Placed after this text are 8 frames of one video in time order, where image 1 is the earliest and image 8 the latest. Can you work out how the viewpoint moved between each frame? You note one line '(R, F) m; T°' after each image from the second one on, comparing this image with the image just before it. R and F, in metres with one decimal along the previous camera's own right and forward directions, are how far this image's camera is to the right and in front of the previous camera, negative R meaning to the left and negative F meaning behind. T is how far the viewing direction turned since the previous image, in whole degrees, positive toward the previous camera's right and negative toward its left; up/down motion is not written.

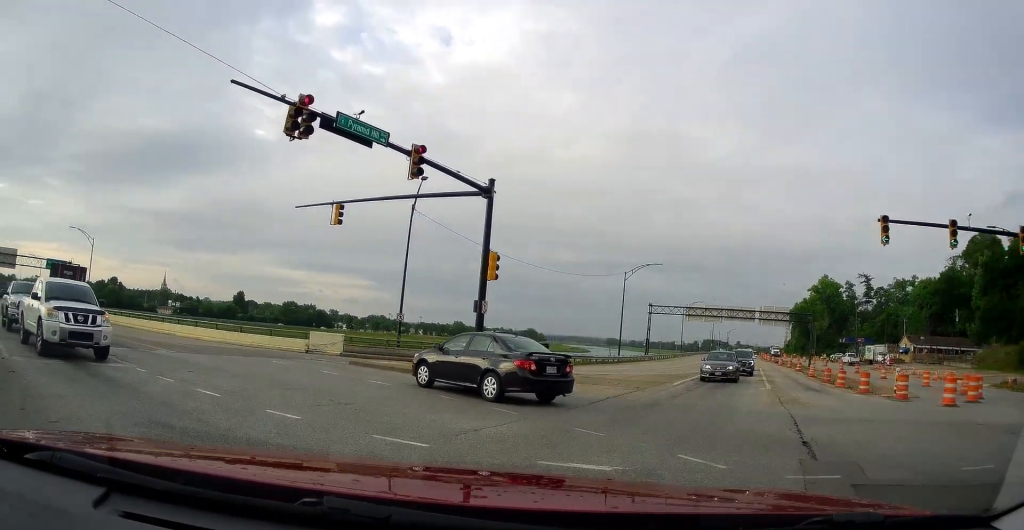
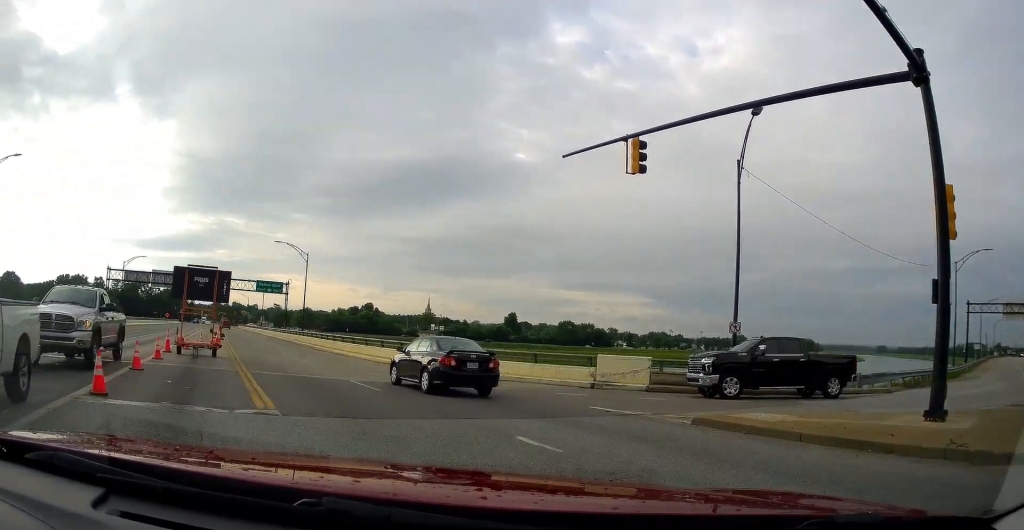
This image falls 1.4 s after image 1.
(-2.3, +11.3) m; -23°
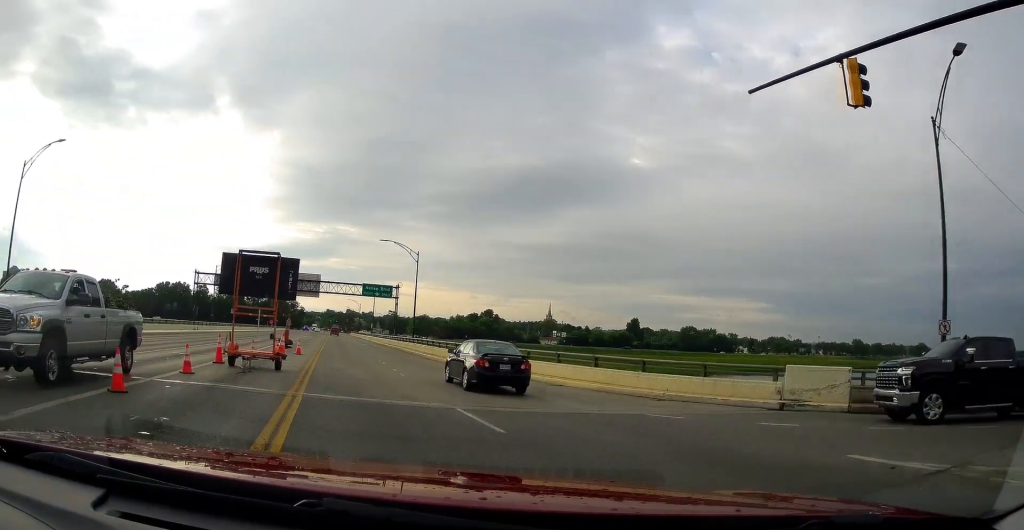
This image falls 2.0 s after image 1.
(-0.4, +6.1) m; -10°
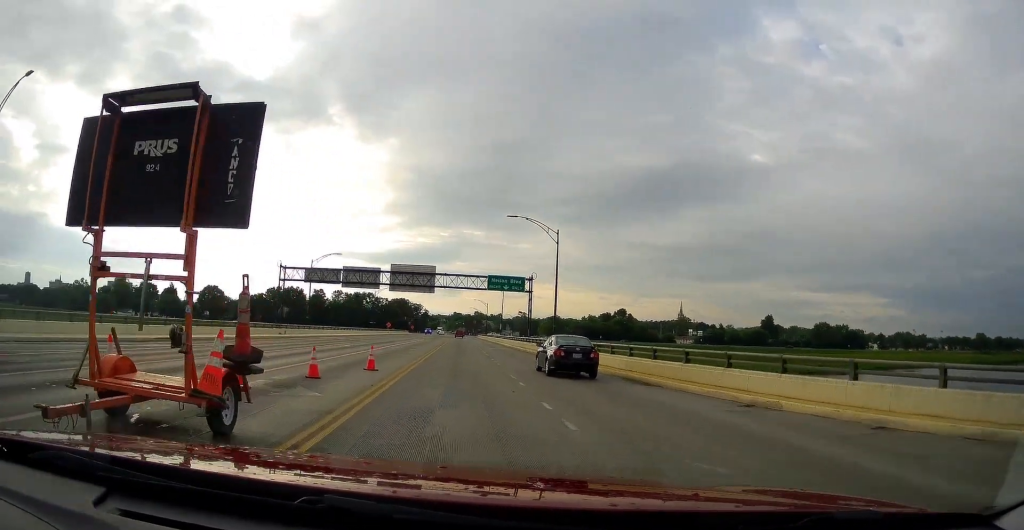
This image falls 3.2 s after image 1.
(-2.0, +13.1) m; -10°
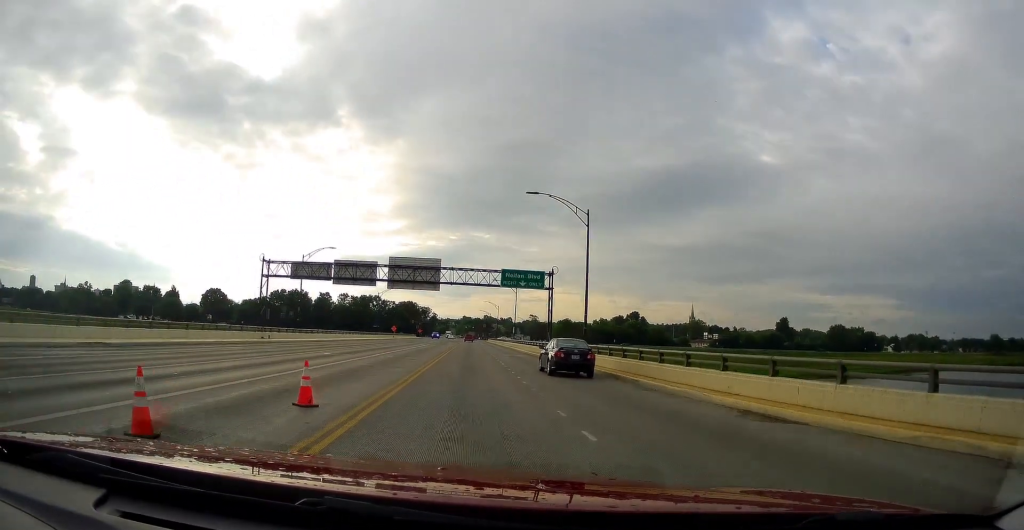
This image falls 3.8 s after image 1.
(+0.1, +8.9) m; -1°
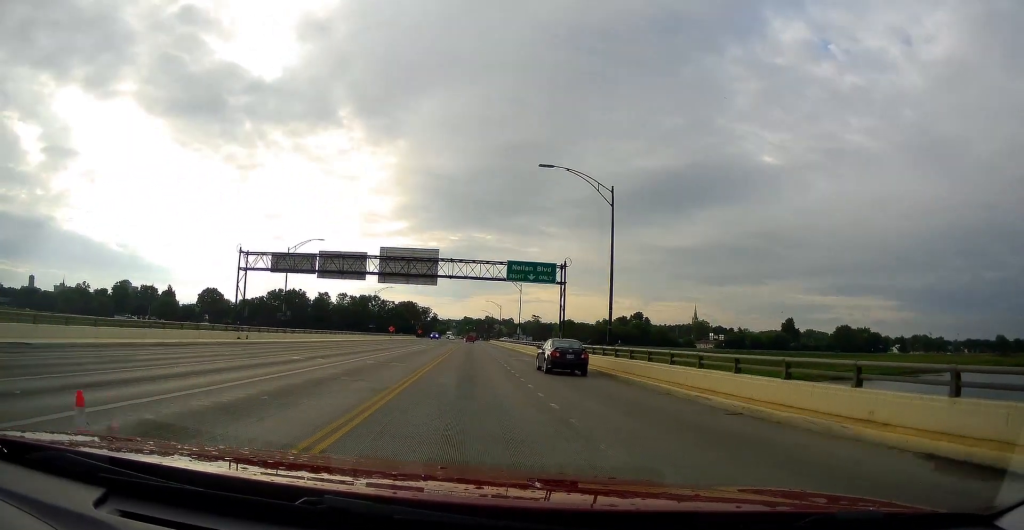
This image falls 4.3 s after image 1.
(+0.1, +6.4) m; -1°
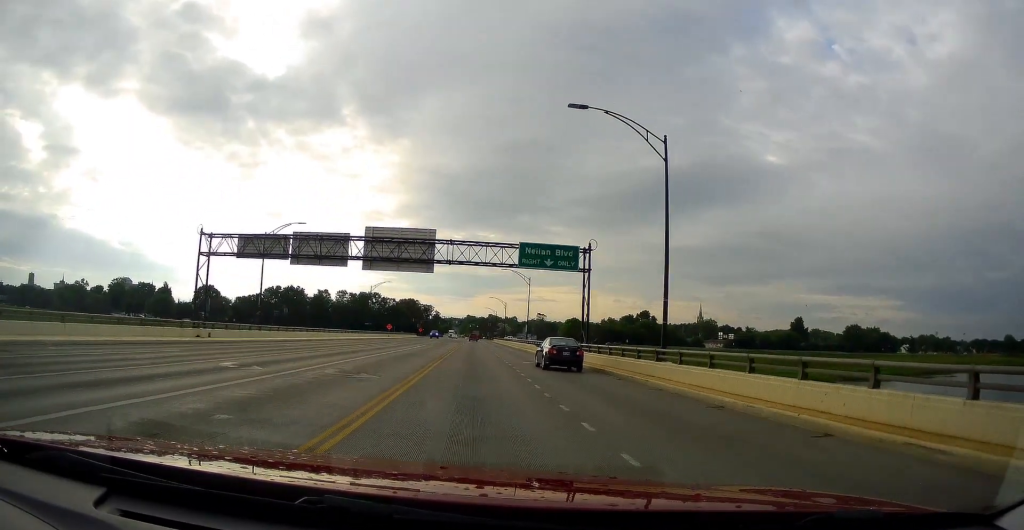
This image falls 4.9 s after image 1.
(-0.4, +8.7) m; +1°
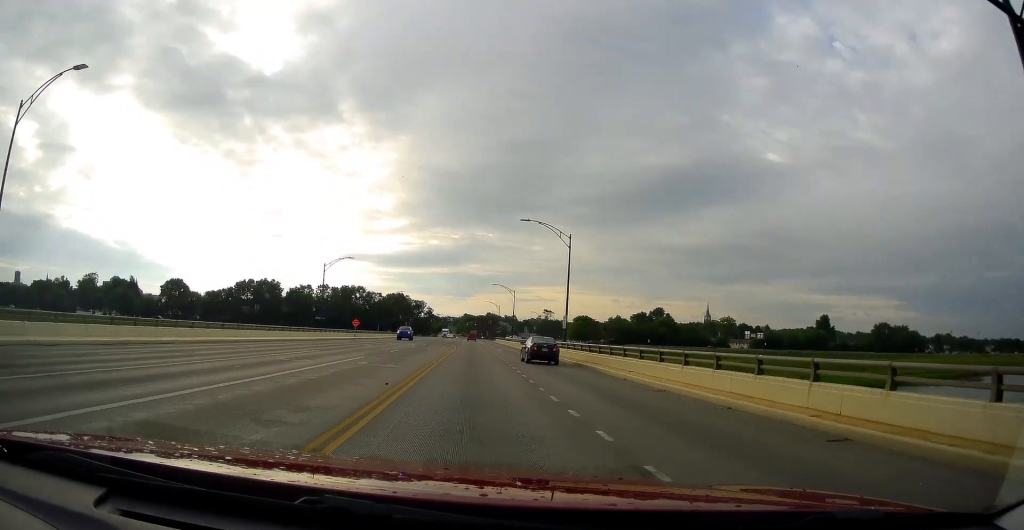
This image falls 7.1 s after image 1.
(-0.5, +34.7) m; -1°
